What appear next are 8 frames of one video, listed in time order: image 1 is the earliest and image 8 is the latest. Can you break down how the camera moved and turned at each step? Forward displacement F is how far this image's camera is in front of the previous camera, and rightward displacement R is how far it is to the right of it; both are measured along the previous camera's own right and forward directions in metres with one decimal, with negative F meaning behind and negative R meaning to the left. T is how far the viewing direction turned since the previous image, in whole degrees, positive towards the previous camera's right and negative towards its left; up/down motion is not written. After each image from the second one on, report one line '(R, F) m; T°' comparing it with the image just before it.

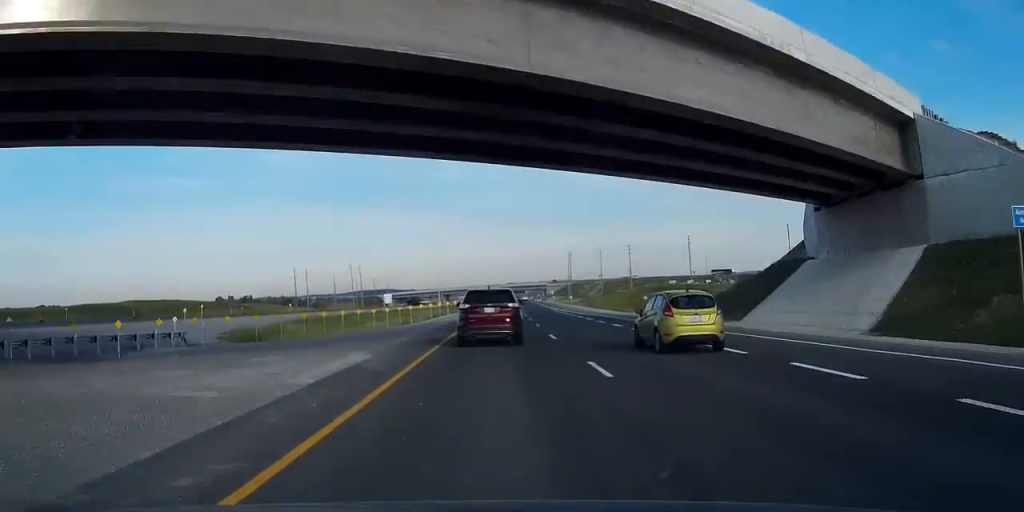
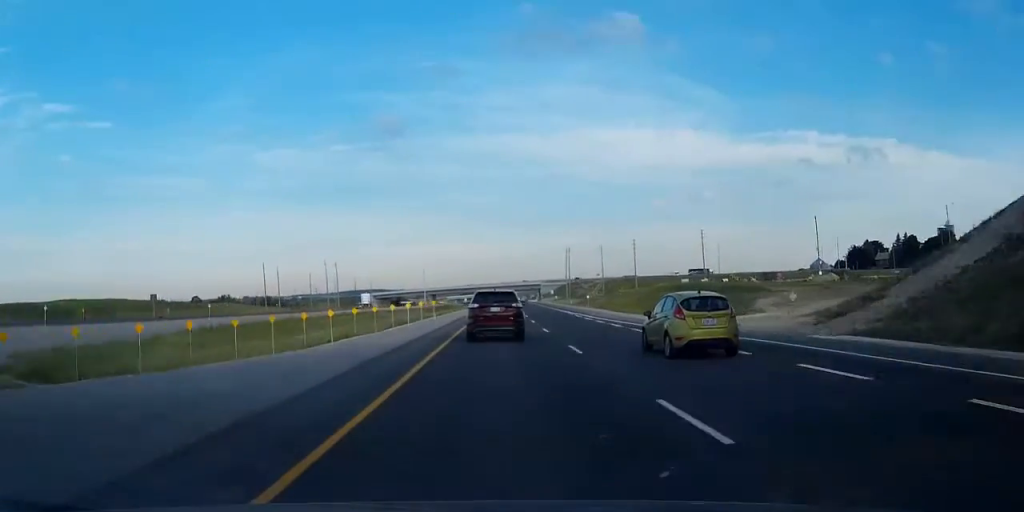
(0.0, +30.0) m; 0°
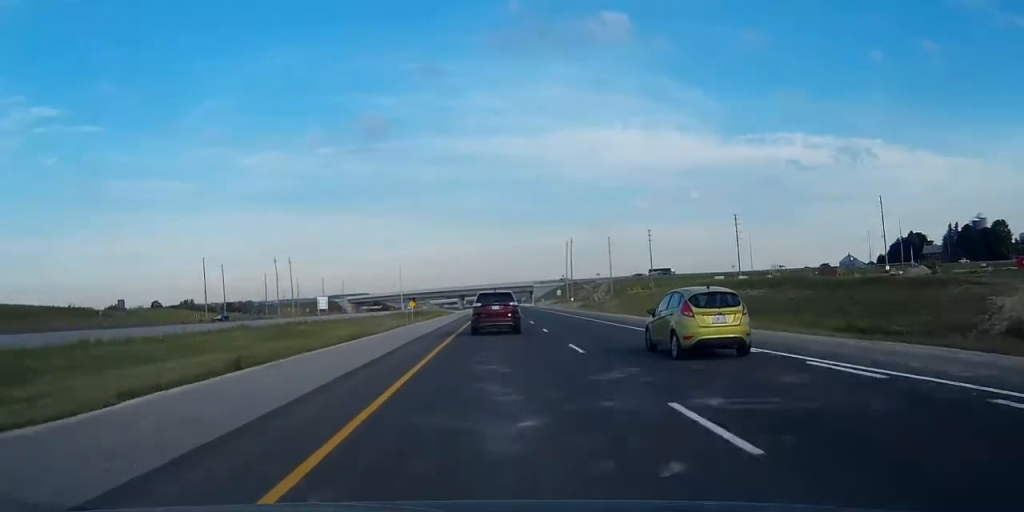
(+0.7, +48.7) m; +1°
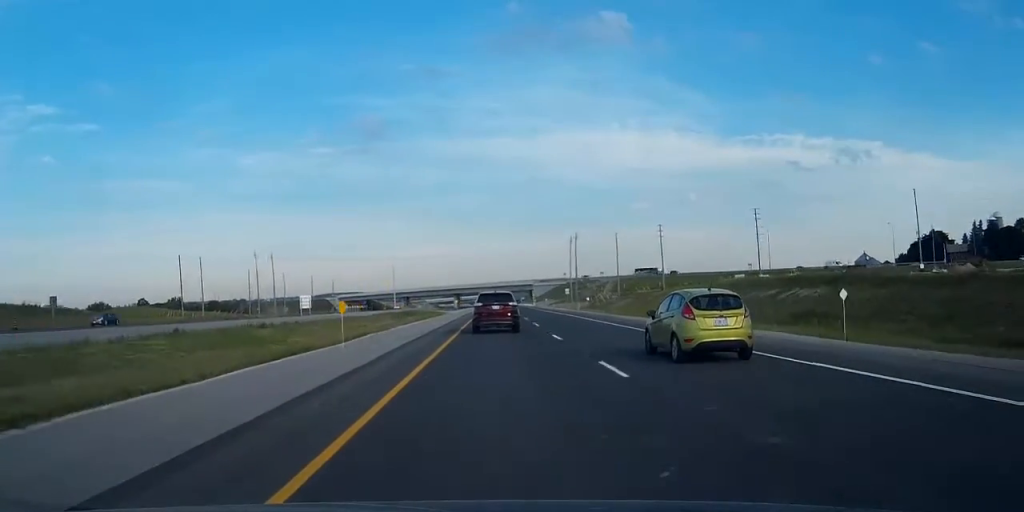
(+0.1, +17.6) m; 0°
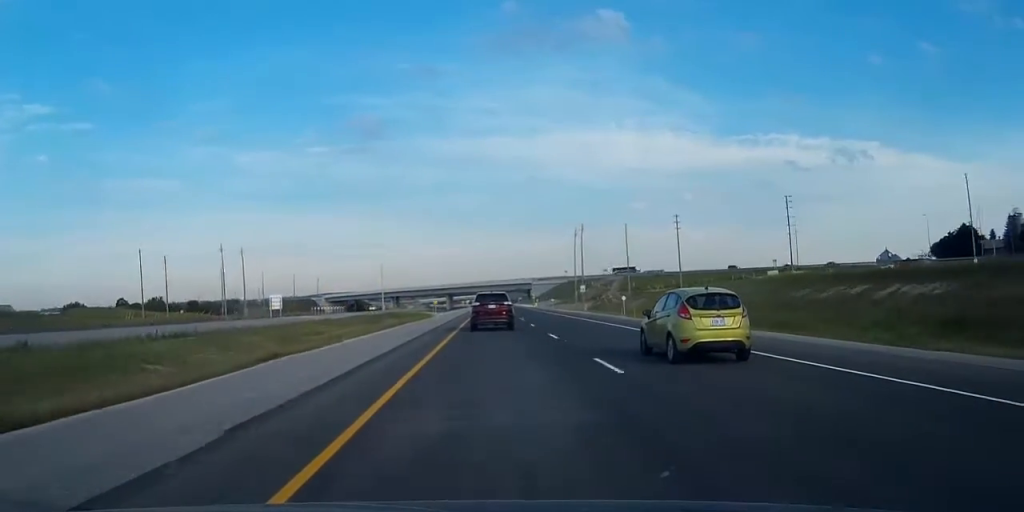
(0.0, +23.8) m; +1°
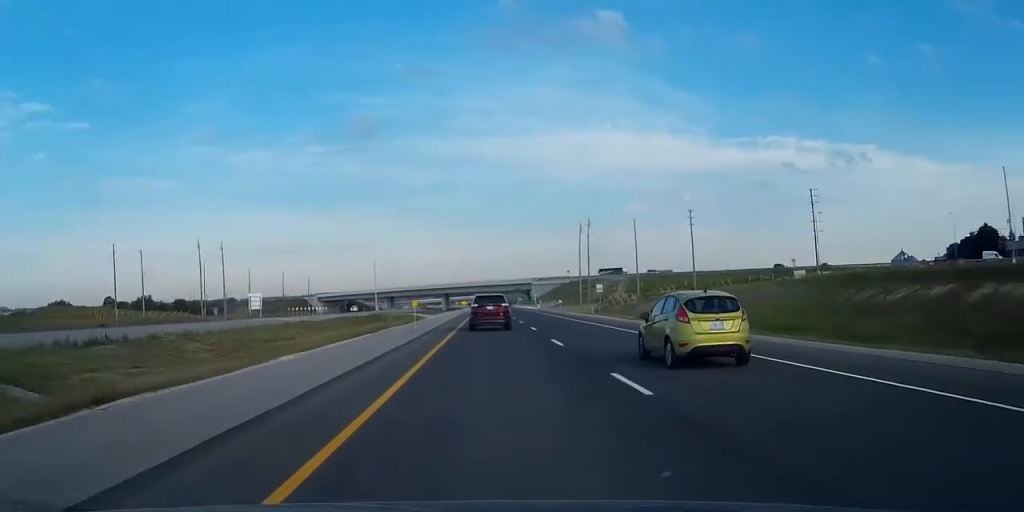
(+0.2, +14.5) m; 0°
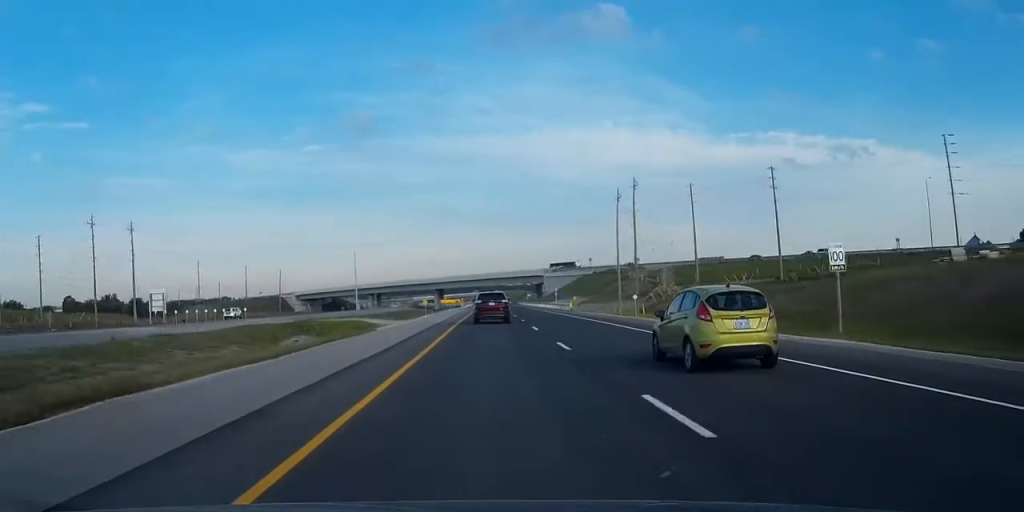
(-0.2, +51.9) m; 0°
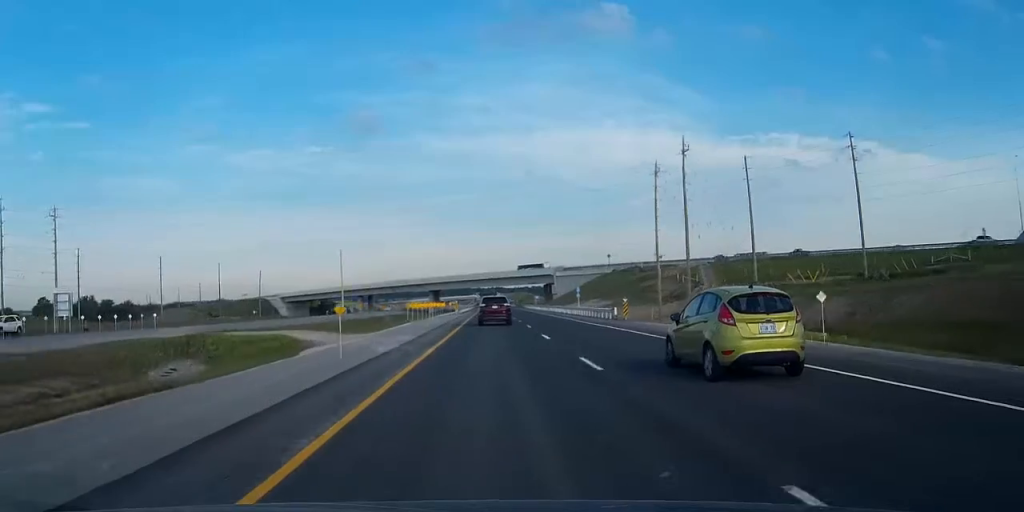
(+0.2, +29.2) m; 0°
